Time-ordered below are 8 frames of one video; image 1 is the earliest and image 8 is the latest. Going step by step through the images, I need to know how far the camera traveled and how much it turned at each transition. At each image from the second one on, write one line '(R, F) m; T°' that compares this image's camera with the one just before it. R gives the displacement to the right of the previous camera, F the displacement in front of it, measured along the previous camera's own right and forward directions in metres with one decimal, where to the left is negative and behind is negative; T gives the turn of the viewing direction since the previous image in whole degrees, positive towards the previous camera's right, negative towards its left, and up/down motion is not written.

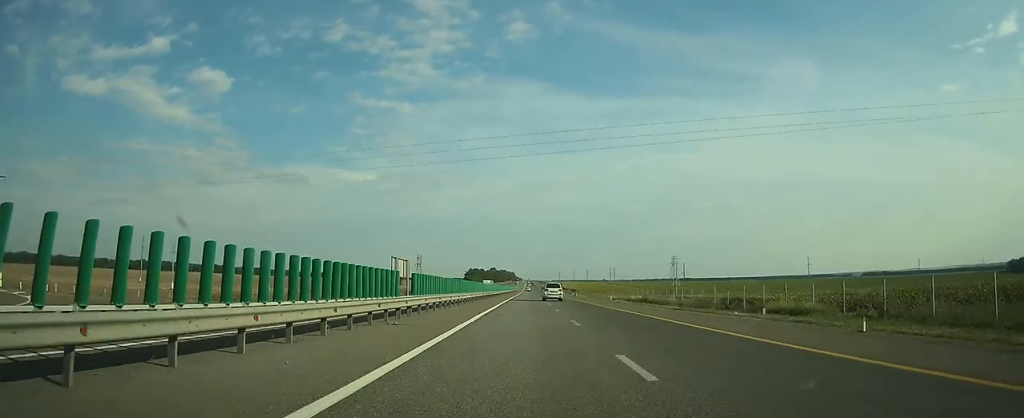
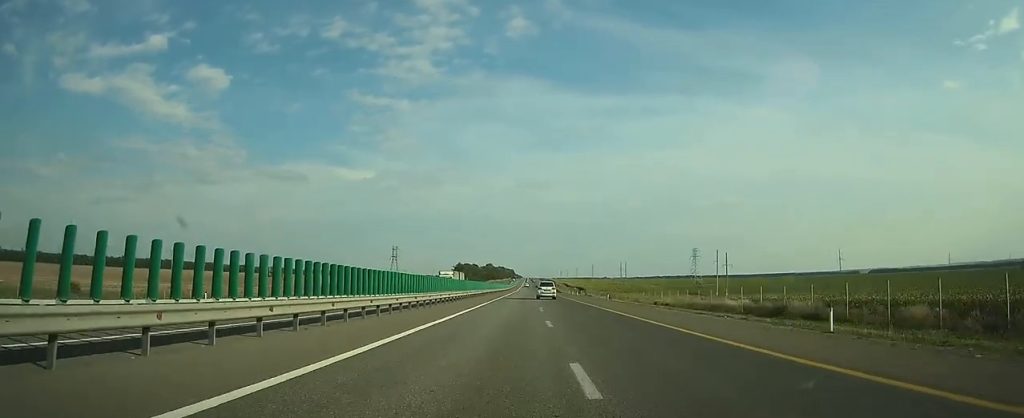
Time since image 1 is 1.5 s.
(+0.1, +49.2) m; 0°
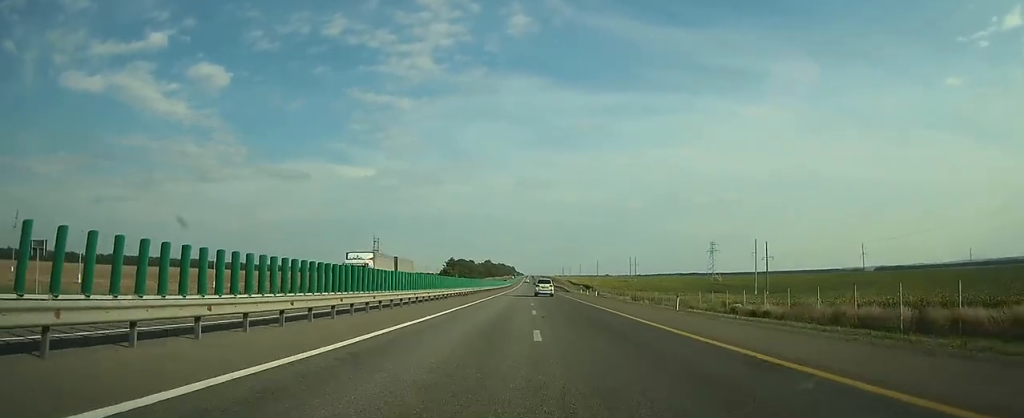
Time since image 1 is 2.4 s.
(0.0, +29.6) m; 0°
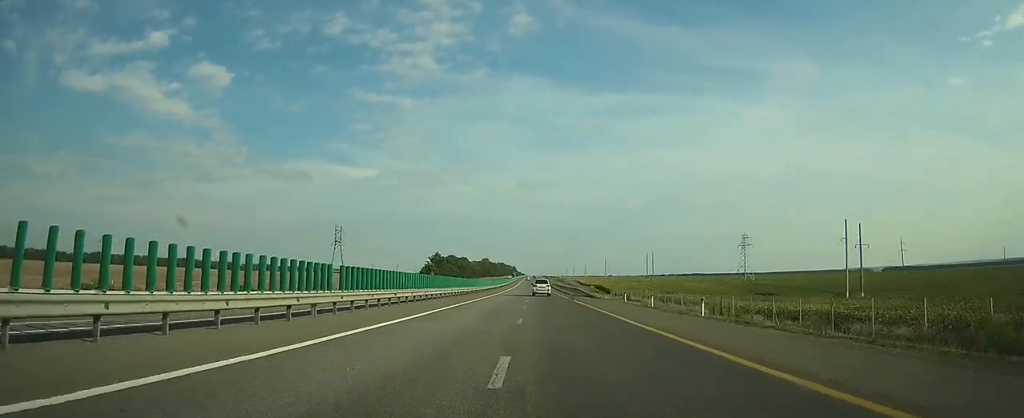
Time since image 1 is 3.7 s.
(0.0, +42.6) m; 0°
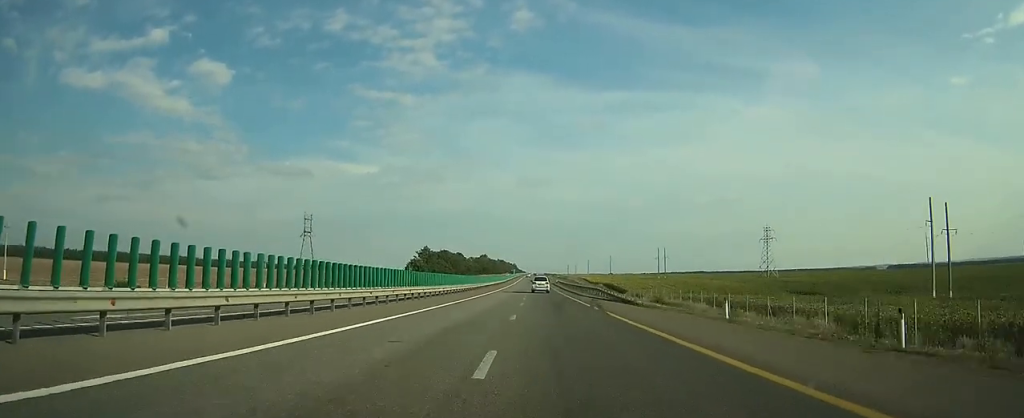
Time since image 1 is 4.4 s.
(0.0, +23.8) m; 0°
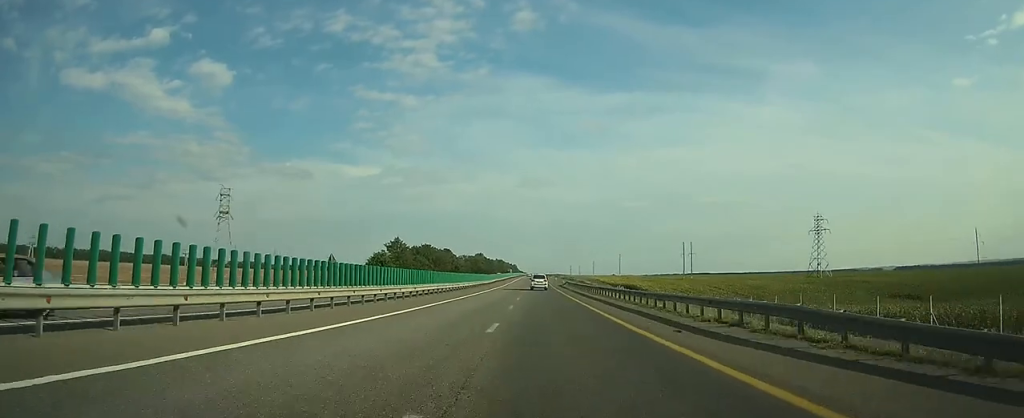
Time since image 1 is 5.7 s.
(-0.1, +41.6) m; 0°
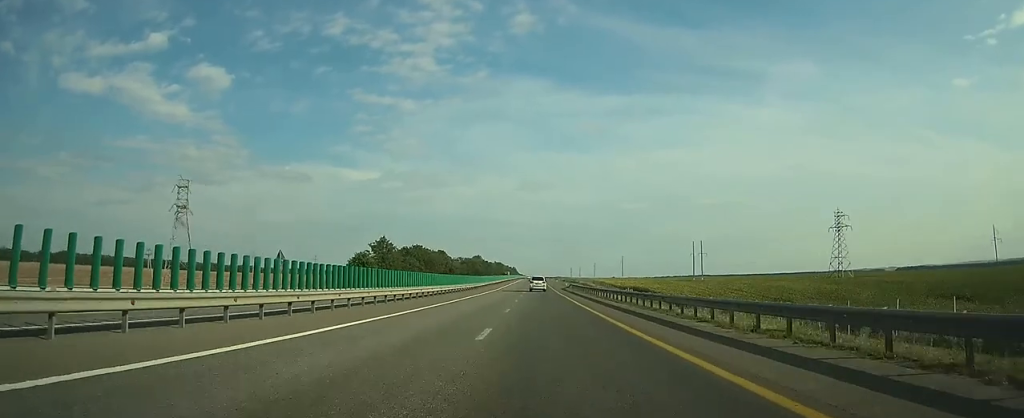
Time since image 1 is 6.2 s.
(0.0, +13.8) m; 0°
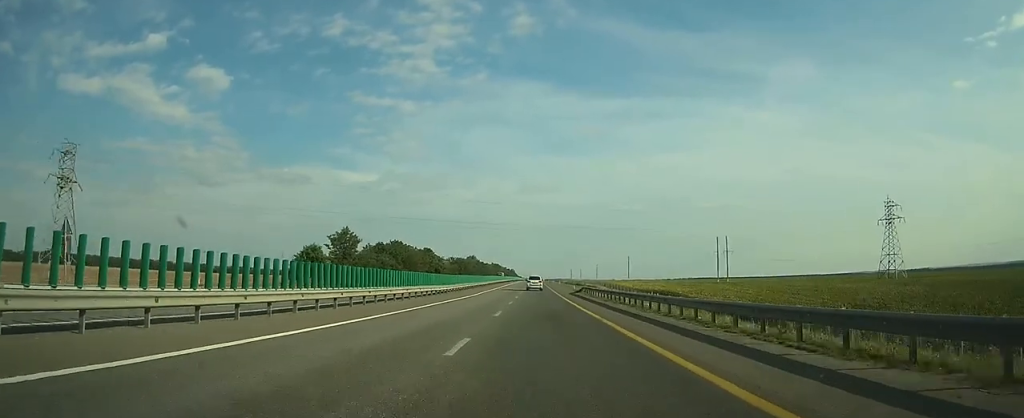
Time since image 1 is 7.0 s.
(-0.1, +27.1) m; 0°
